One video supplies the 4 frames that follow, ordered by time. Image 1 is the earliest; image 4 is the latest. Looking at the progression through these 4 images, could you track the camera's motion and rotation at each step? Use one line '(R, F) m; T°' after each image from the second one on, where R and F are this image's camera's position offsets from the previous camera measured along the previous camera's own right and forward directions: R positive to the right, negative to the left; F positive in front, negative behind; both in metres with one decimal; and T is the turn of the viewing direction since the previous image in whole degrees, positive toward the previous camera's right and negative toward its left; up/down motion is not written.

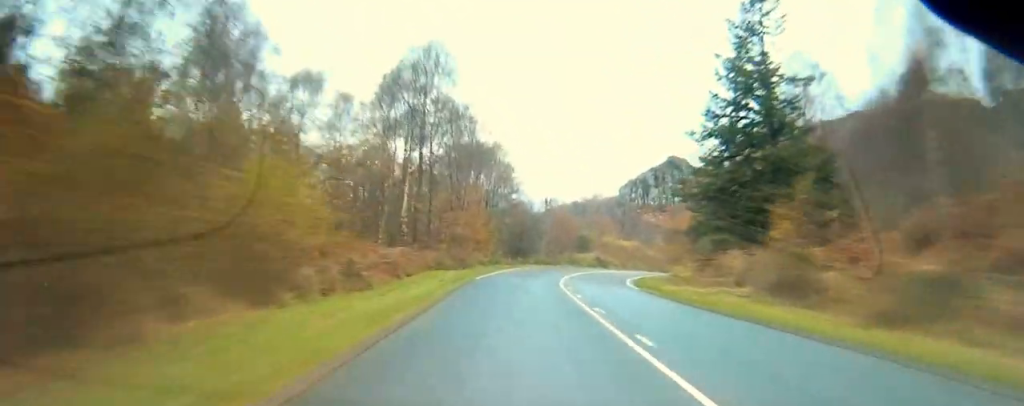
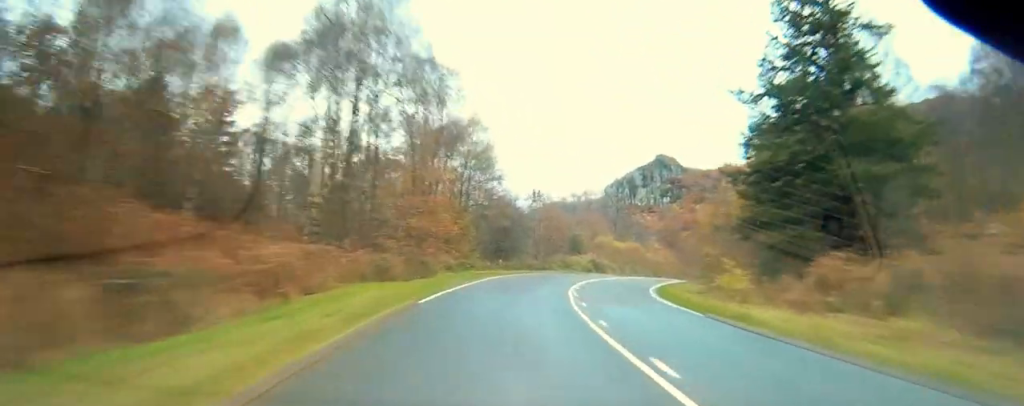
(0.0, +14.1) m; 0°
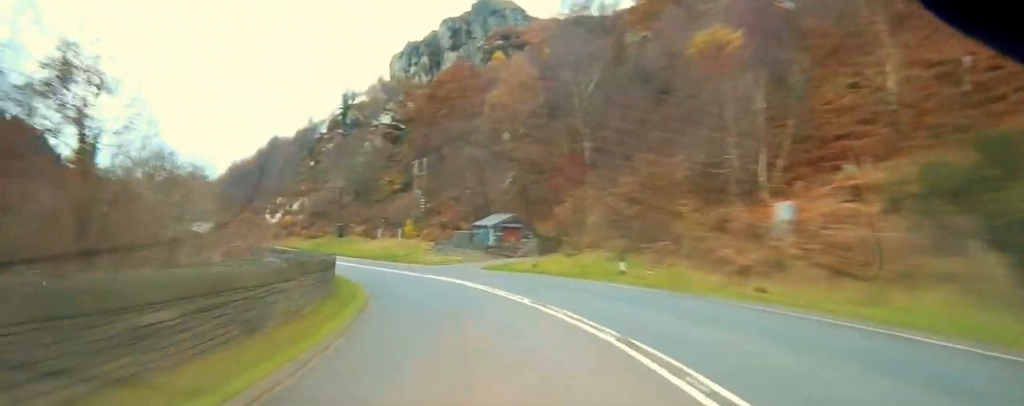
(-12.8, +156.2) m; -10°
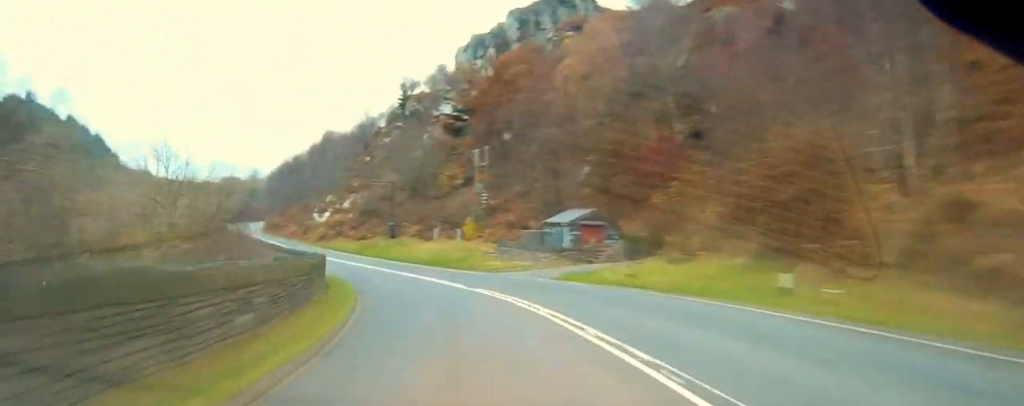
(0.0, +10.8) m; 0°
